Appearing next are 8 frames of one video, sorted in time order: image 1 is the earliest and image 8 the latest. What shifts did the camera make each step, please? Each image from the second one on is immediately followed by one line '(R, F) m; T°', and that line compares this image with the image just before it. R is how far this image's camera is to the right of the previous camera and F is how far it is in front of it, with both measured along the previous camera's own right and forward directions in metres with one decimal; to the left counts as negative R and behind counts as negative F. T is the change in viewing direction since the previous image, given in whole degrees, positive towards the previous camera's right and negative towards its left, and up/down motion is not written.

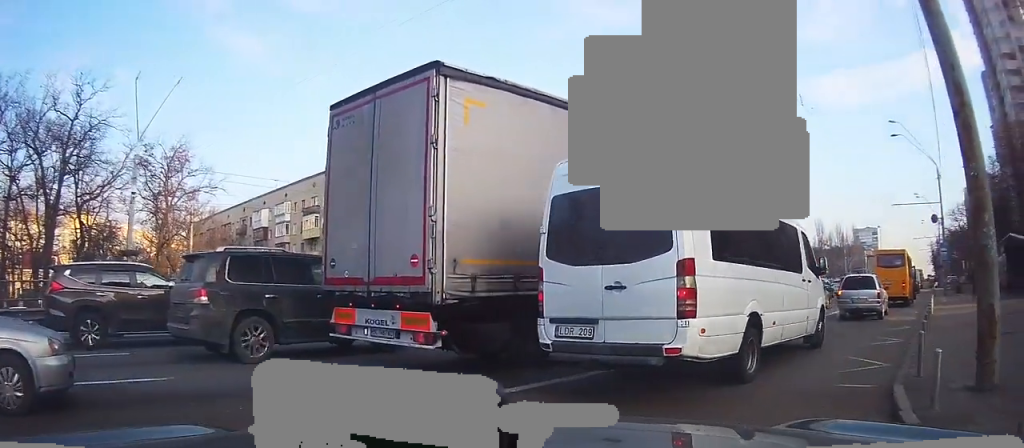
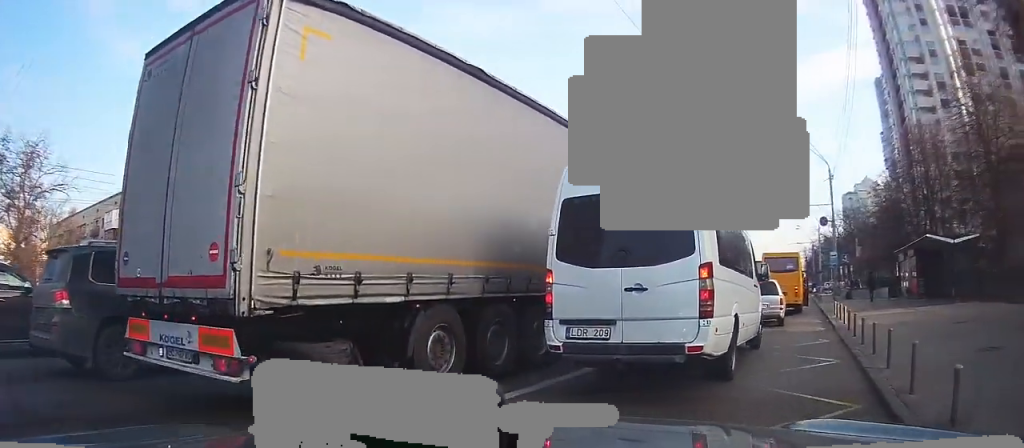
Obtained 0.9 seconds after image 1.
(+0.3, +2.7) m; +10°
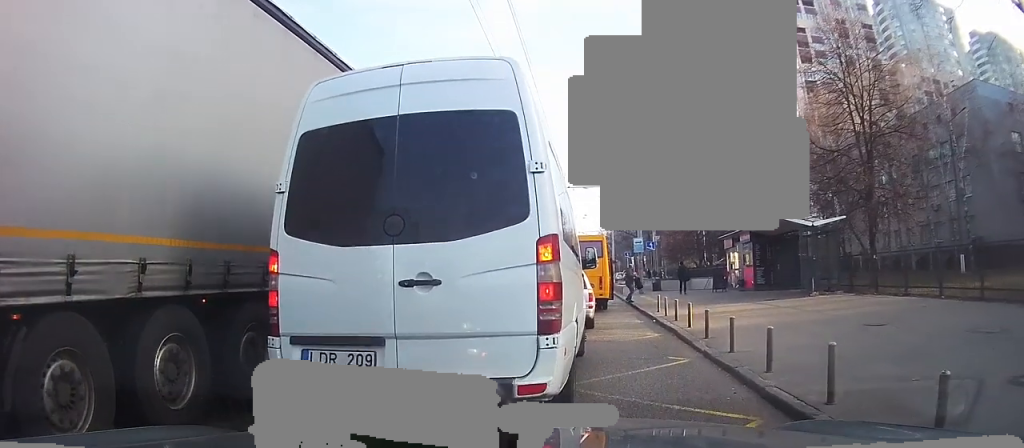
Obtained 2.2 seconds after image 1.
(+0.3, +3.3) m; +6°
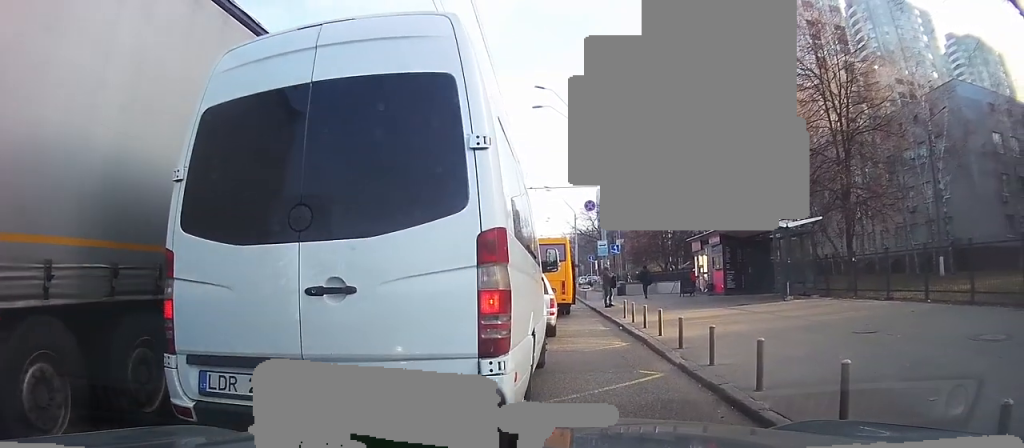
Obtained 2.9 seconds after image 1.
(0.0, +1.1) m; 0°
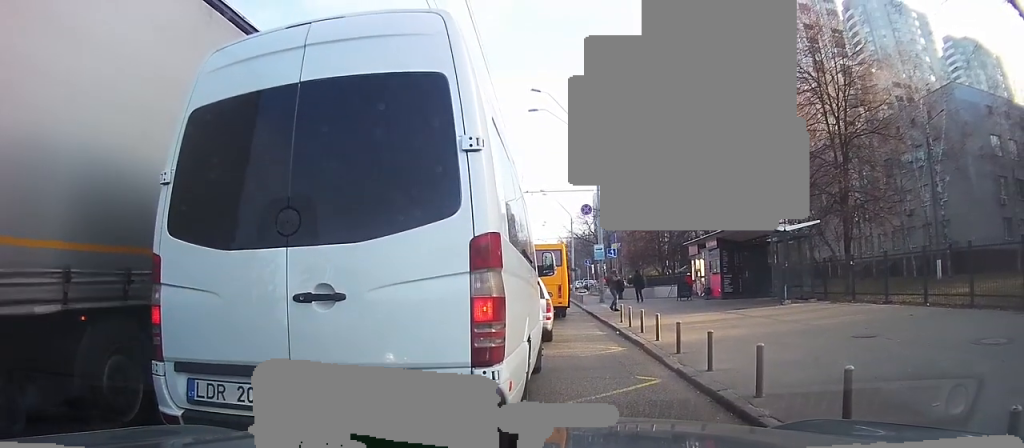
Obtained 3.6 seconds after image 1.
(0.0, +0.7) m; 0°
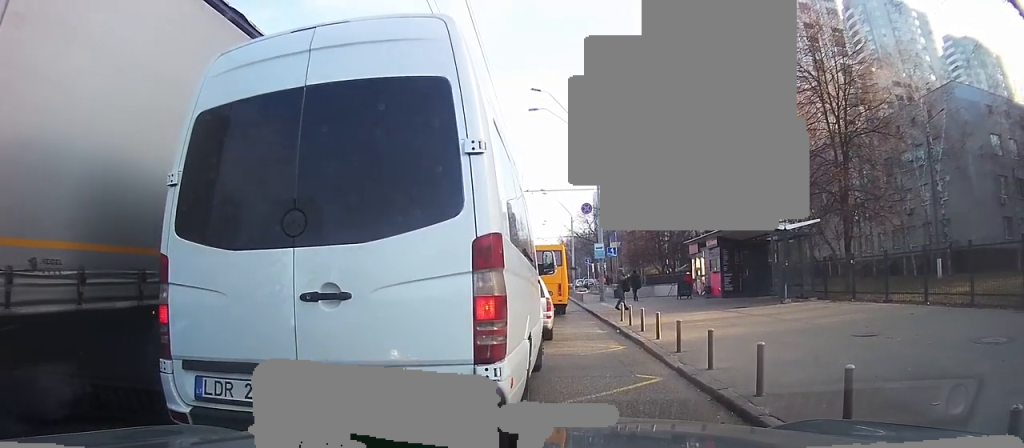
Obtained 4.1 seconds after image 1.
(0.0, +0.5) m; 0°
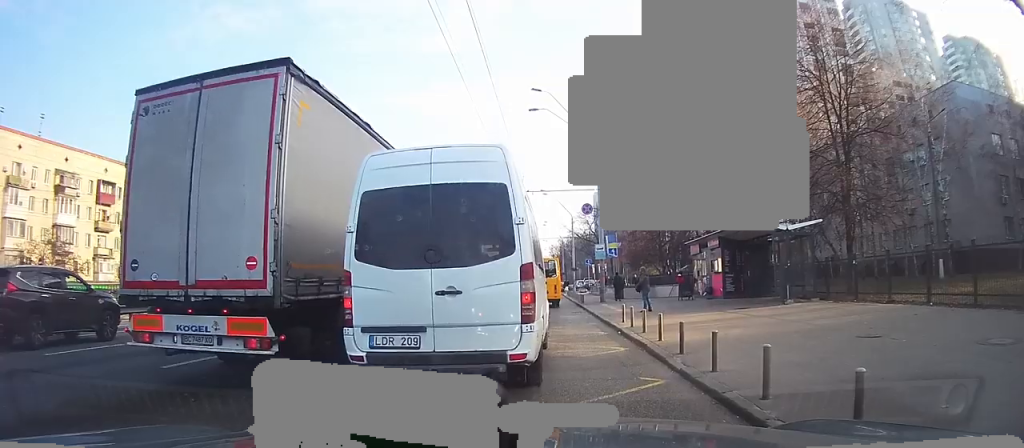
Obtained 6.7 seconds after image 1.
(-0.2, +1.9) m; 0°
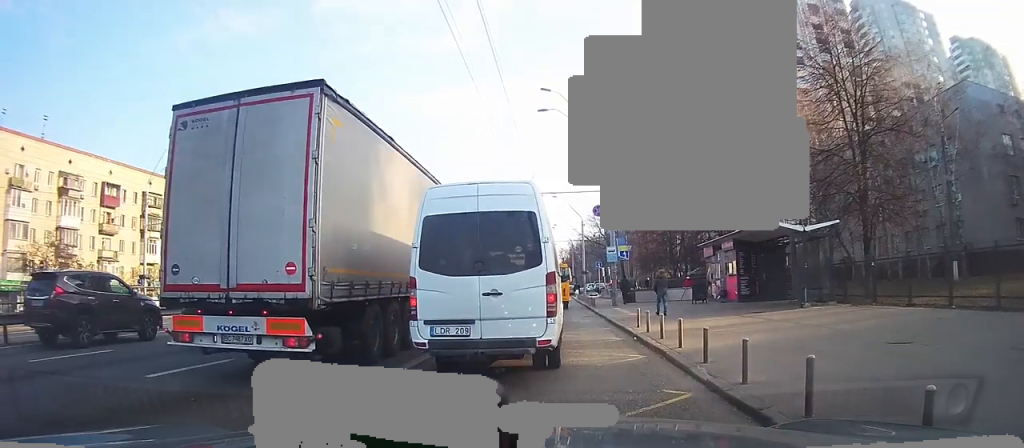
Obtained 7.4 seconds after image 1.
(0.0, +0.9) m; +2°
